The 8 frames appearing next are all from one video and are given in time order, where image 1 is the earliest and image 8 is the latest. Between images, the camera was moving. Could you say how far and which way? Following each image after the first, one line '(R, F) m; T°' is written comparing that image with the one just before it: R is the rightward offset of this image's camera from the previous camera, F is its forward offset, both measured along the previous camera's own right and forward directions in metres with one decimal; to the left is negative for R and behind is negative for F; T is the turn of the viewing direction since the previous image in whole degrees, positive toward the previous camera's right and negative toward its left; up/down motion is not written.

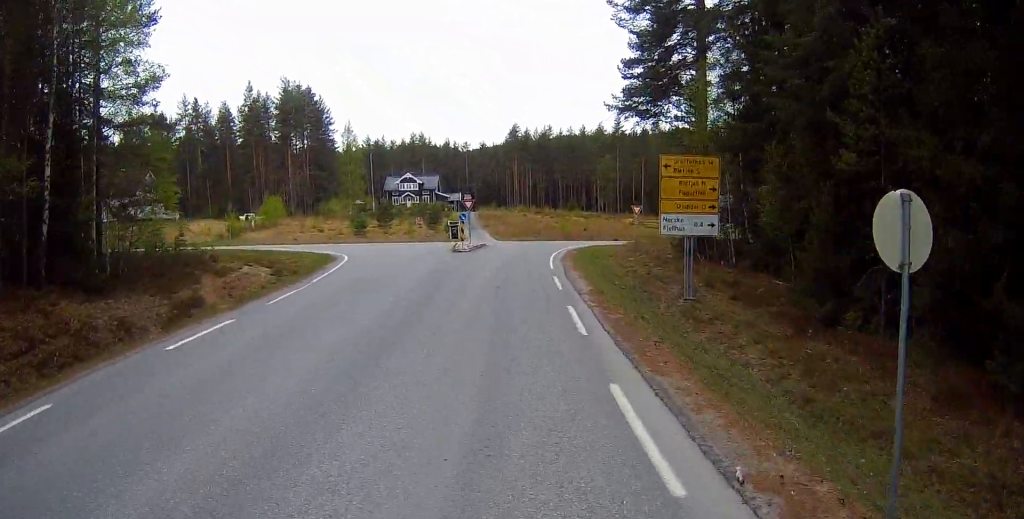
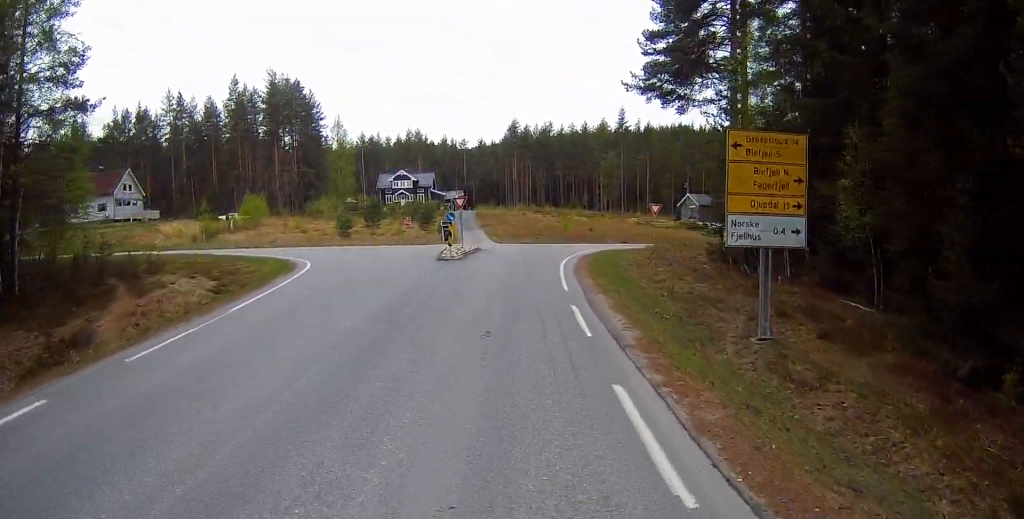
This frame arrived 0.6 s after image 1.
(0.0, +6.6) m; 0°
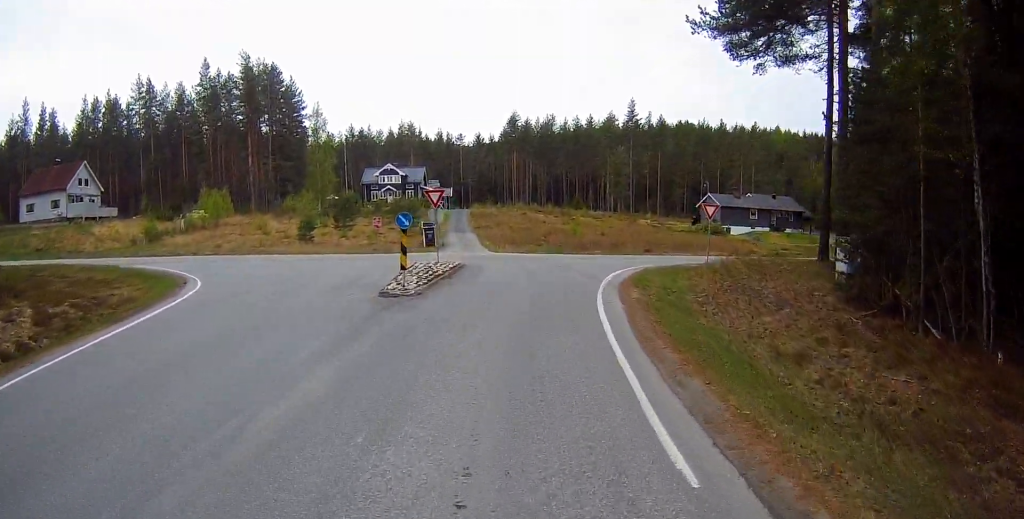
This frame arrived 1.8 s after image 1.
(0.0, +11.8) m; +1°
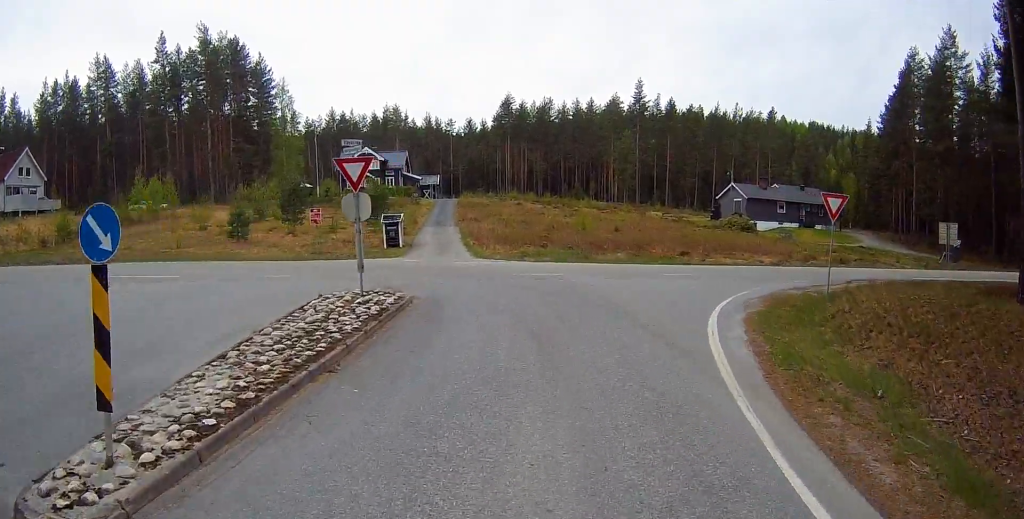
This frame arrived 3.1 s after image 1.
(0.0, +12.3) m; +2°
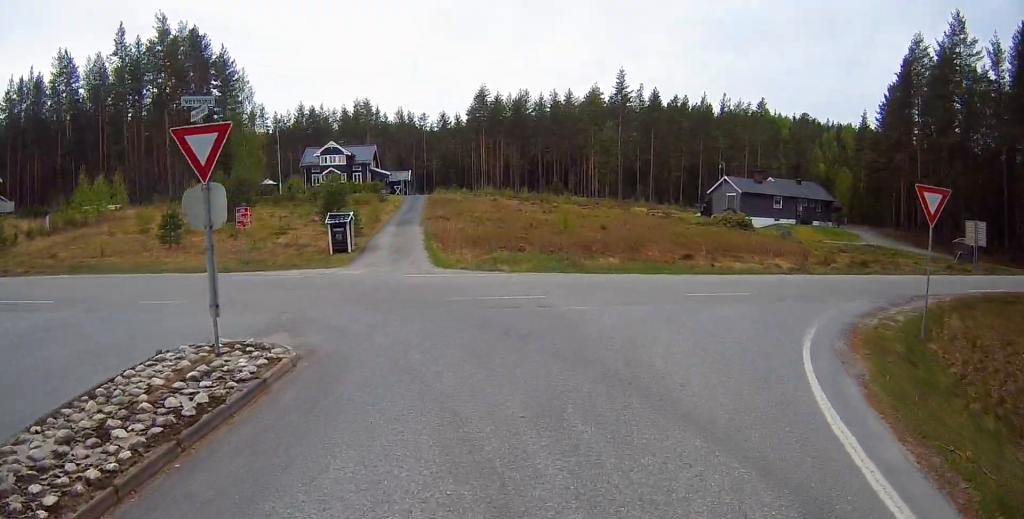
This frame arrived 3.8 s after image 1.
(+0.1, +6.1) m; +4°
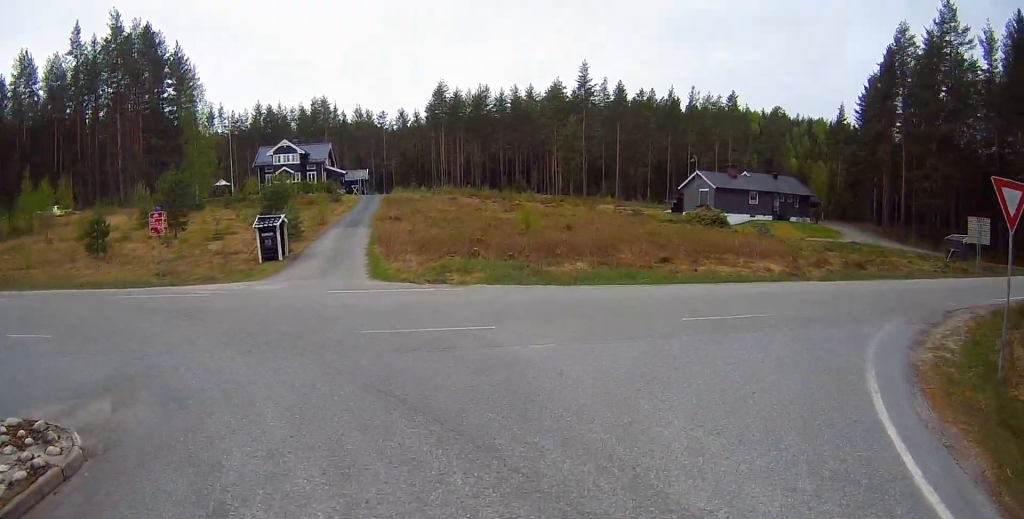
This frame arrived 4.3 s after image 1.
(+0.1, +4.2) m; +4°
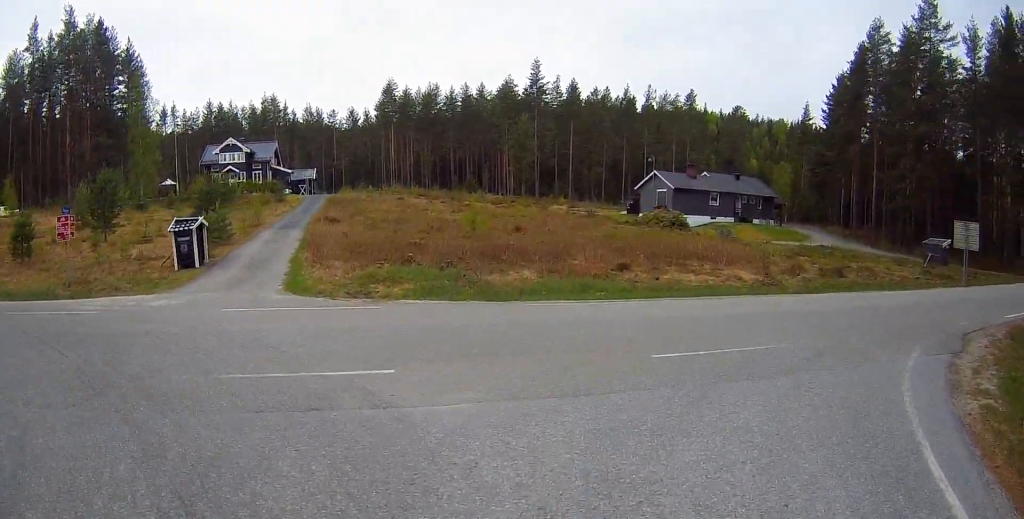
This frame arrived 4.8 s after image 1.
(+0.2, +3.2) m; +6°
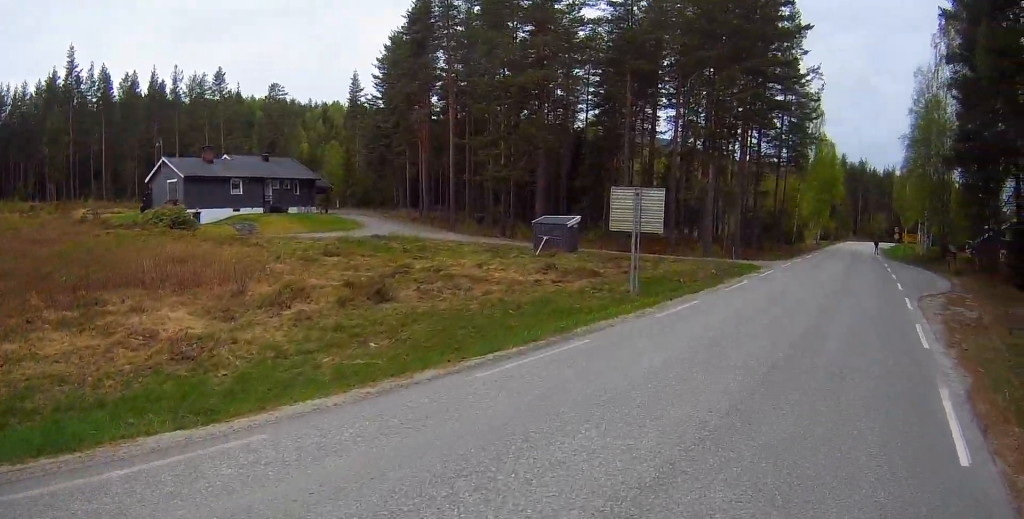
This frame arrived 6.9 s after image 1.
(+4.6, +14.4) m; +32°
